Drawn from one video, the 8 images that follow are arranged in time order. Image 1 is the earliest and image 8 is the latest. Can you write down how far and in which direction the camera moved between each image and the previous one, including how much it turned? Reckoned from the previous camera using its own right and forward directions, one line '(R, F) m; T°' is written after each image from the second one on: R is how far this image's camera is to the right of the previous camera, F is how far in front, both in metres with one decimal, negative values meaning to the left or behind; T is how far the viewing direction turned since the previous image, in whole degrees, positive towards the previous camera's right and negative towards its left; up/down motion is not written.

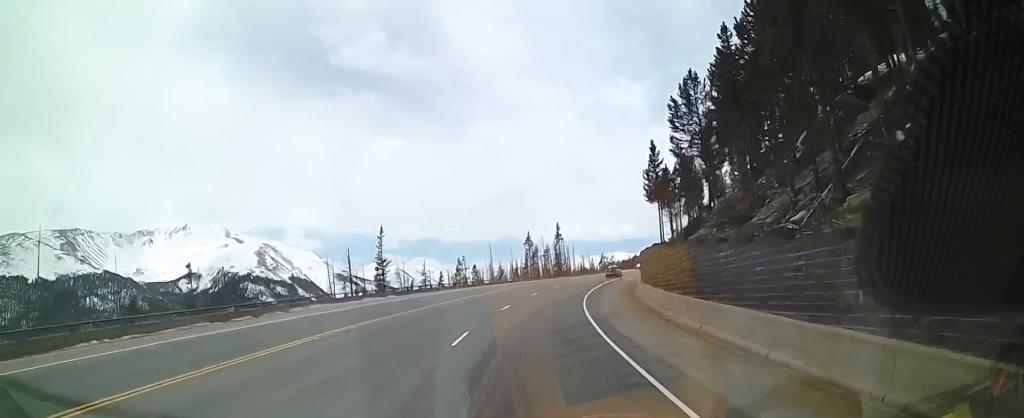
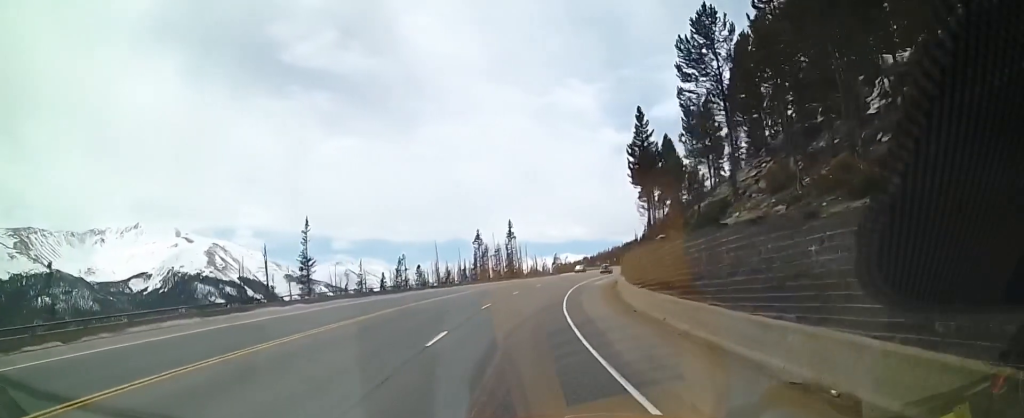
(+0.5, +12.5) m; +4°
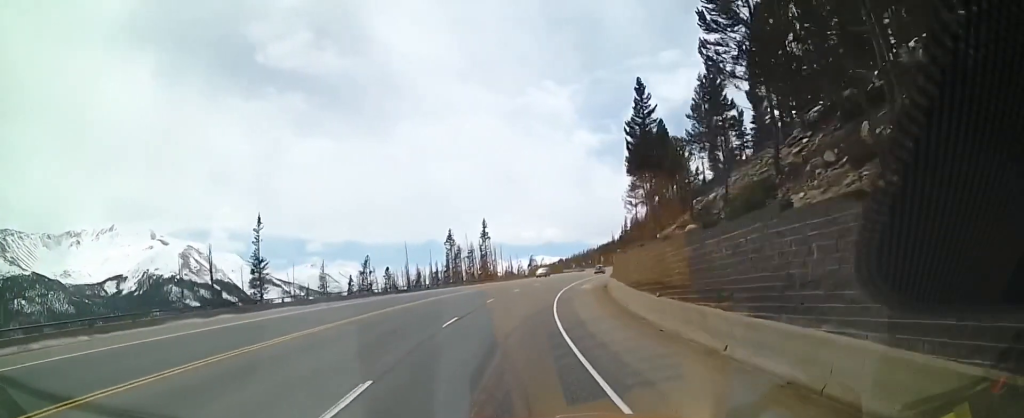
(+0.1, +7.6) m; +1°
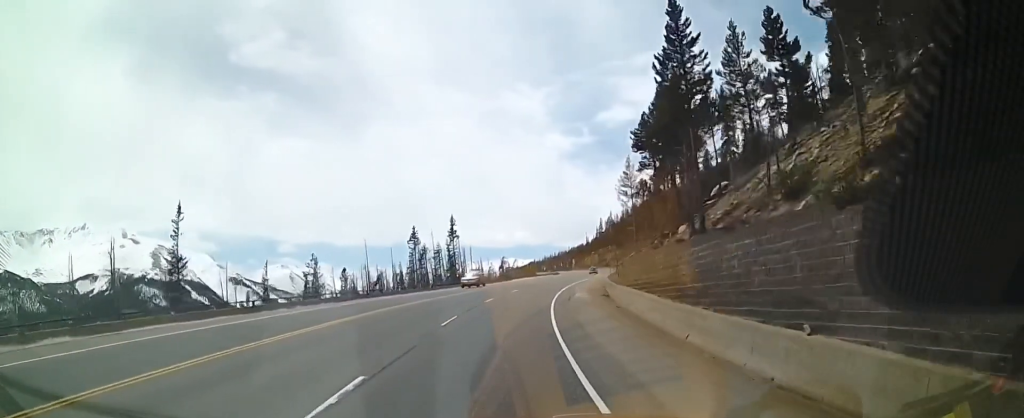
(0.0, +12.6) m; 0°
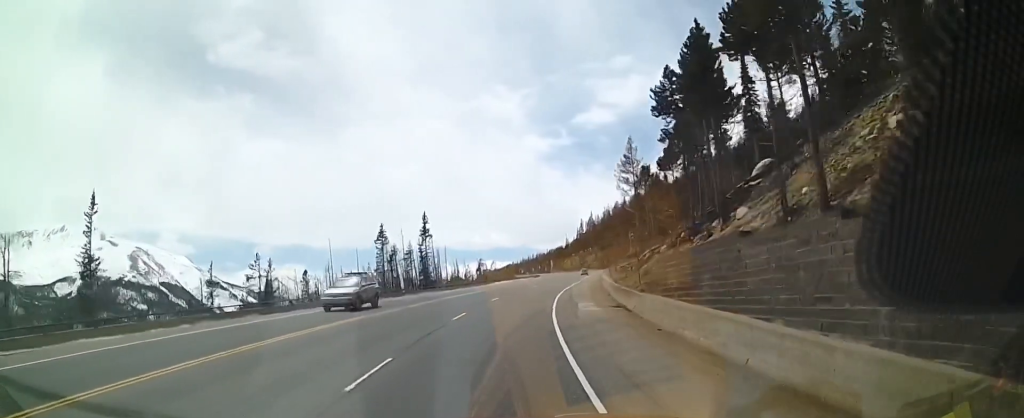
(+0.1, +10.6) m; +3°
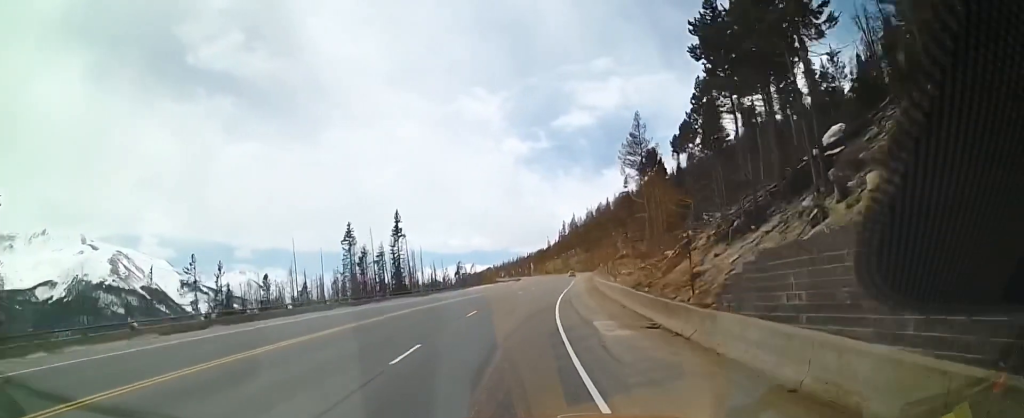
(+0.4, +9.5) m; +3°
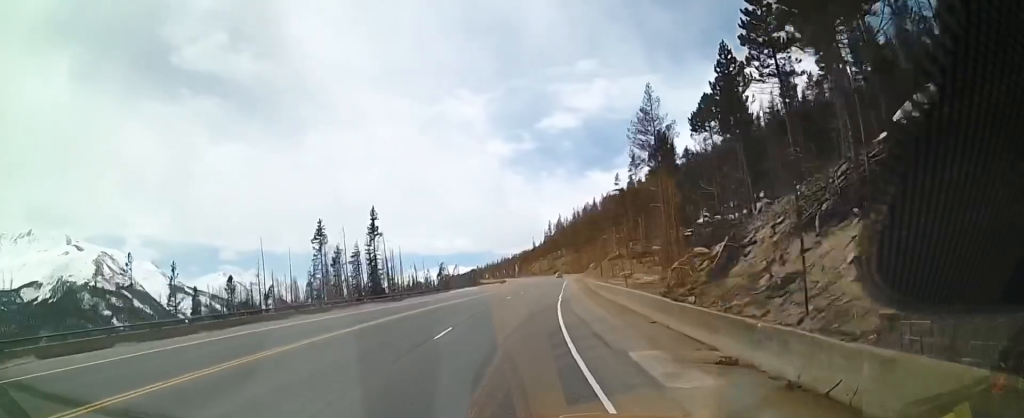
(+0.2, +7.4) m; +2°
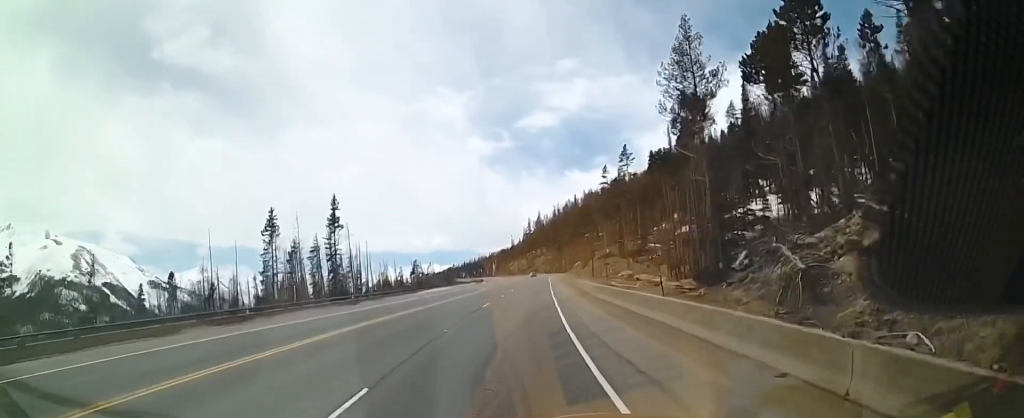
(+0.1, +10.5) m; +6°
